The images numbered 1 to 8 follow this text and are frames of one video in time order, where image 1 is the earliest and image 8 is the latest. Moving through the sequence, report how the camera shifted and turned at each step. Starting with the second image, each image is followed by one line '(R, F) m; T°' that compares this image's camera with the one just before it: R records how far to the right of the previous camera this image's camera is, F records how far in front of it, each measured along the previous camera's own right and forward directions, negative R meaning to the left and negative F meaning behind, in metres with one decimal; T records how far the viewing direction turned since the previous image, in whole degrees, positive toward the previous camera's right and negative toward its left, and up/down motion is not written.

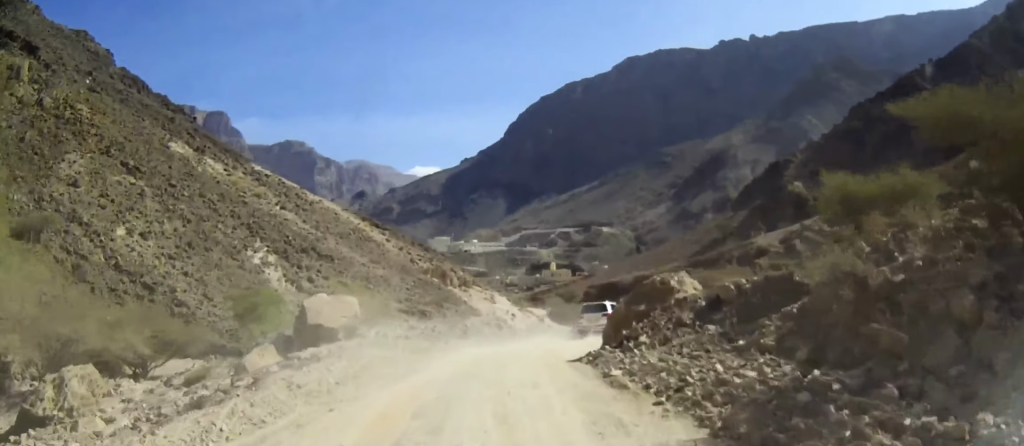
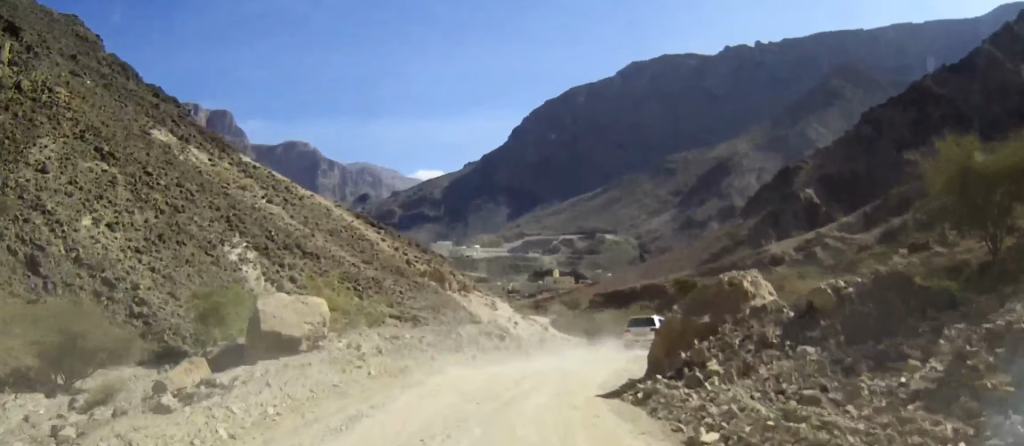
(-0.1, +6.0) m; 0°
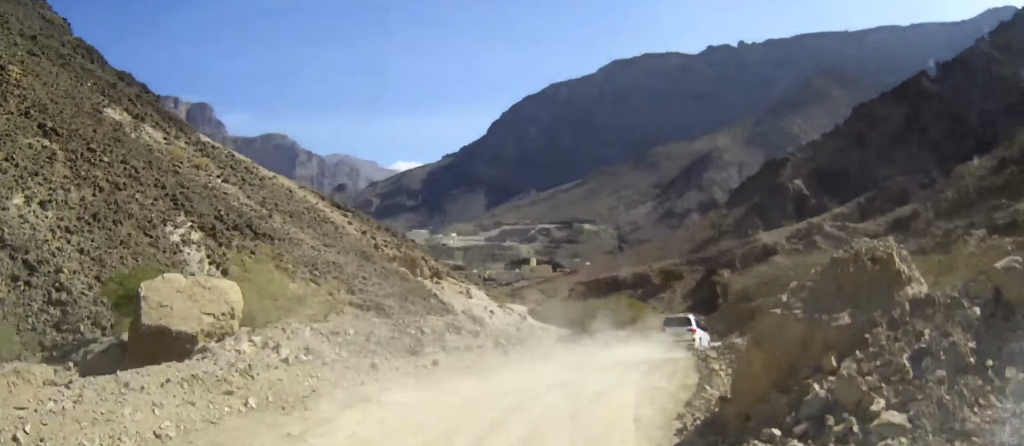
(+0.1, +6.9) m; +2°
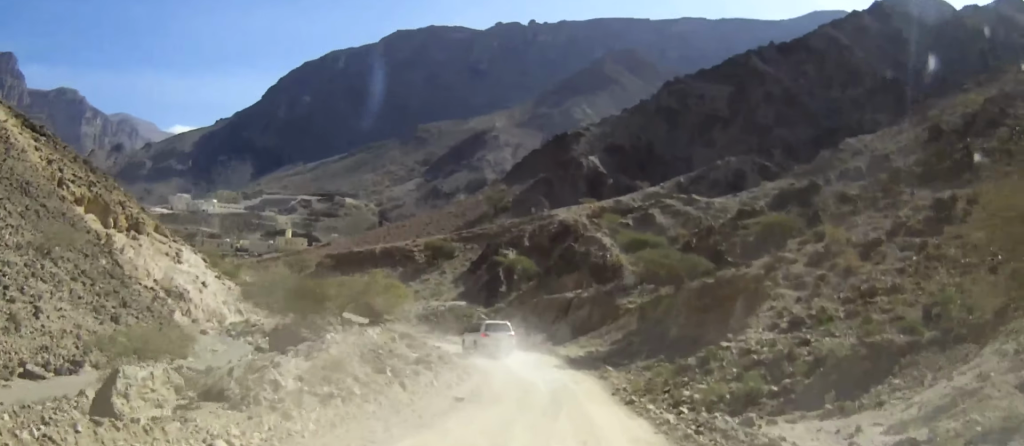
(+3.3, +23.6) m; +19°
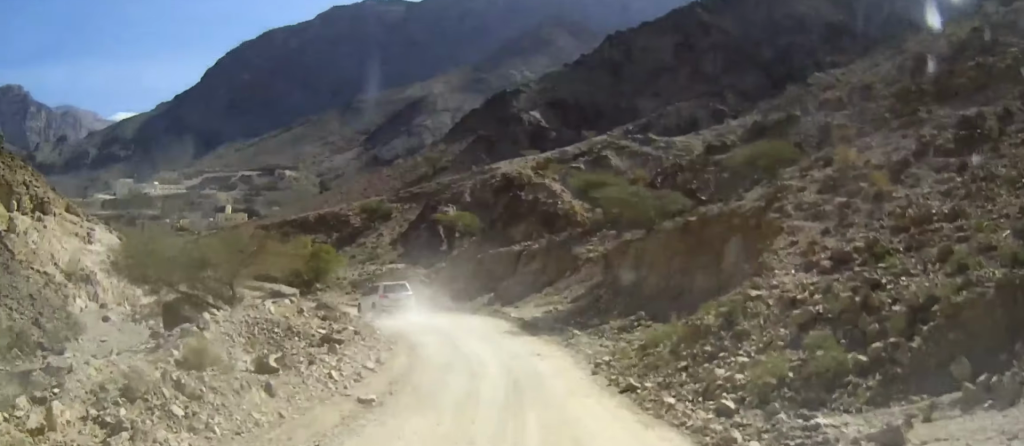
(+0.4, +6.5) m; +3°
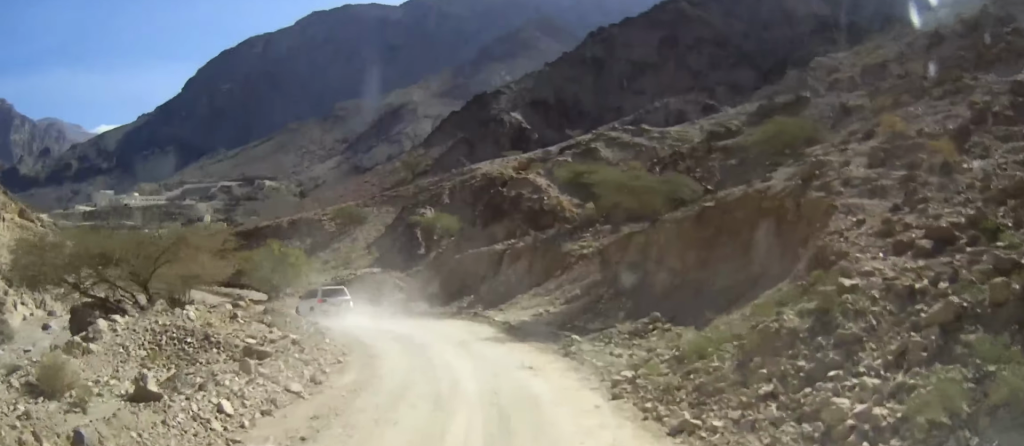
(+0.1, +4.4) m; +1°
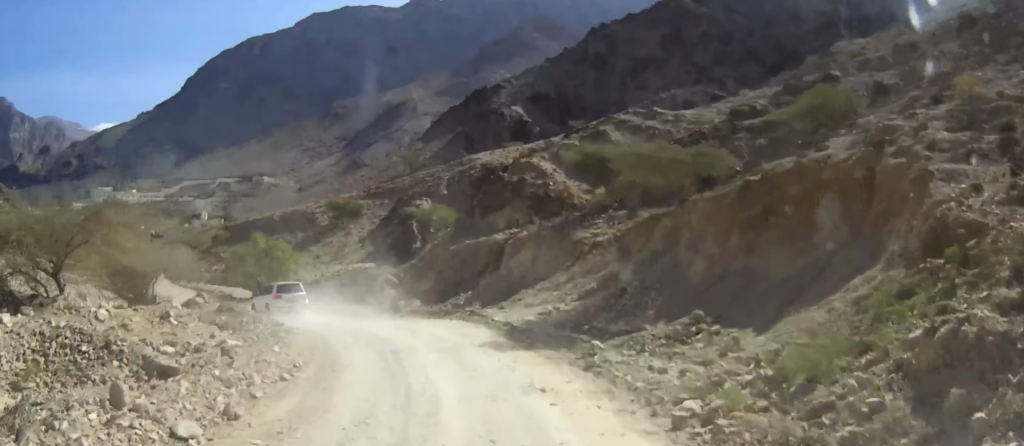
(0.0, +4.2) m; -1°
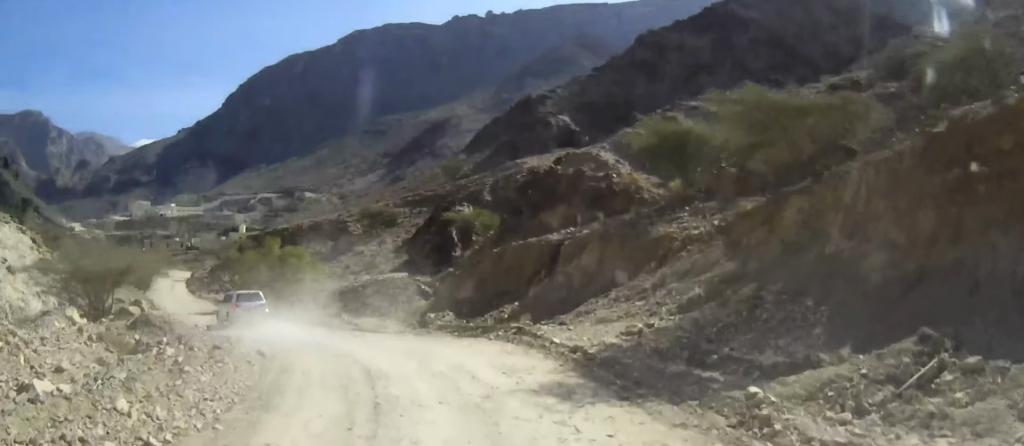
(-0.1, +7.4) m; -3°
